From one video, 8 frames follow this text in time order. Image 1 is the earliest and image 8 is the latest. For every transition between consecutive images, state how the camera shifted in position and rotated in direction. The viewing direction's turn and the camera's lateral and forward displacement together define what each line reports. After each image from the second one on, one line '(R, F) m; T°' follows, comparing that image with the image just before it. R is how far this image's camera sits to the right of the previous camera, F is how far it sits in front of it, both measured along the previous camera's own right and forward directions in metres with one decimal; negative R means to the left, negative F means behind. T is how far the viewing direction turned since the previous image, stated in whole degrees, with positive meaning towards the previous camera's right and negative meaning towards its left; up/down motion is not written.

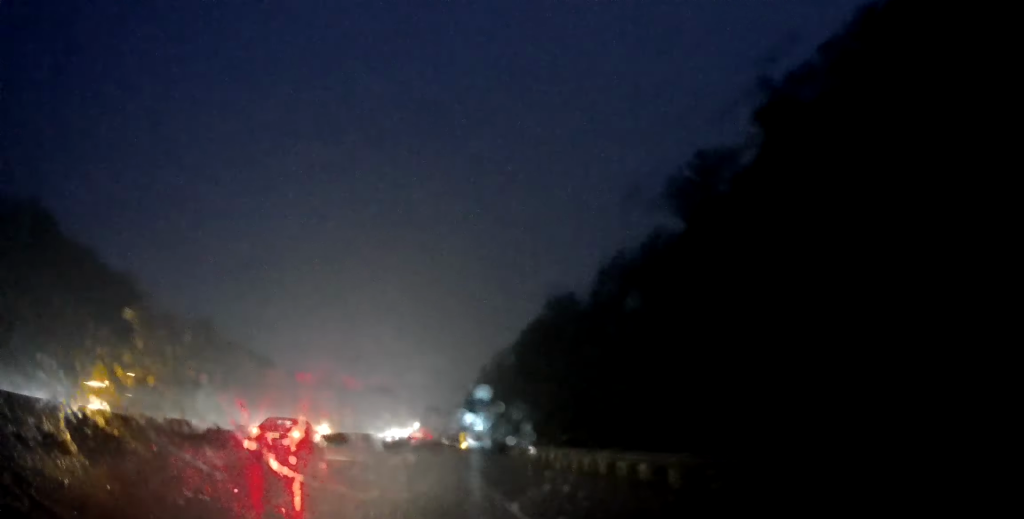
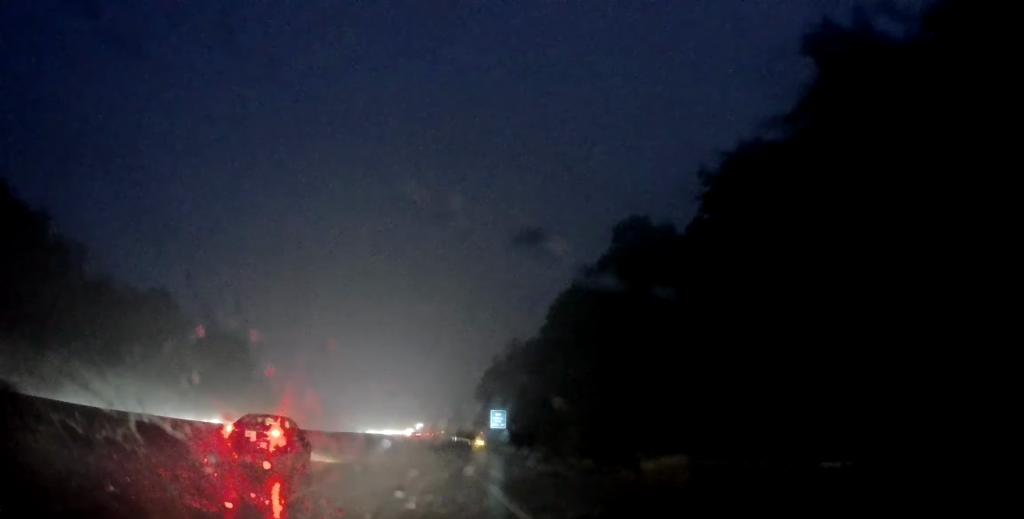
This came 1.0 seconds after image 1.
(-0.3, +22.1) m; -1°
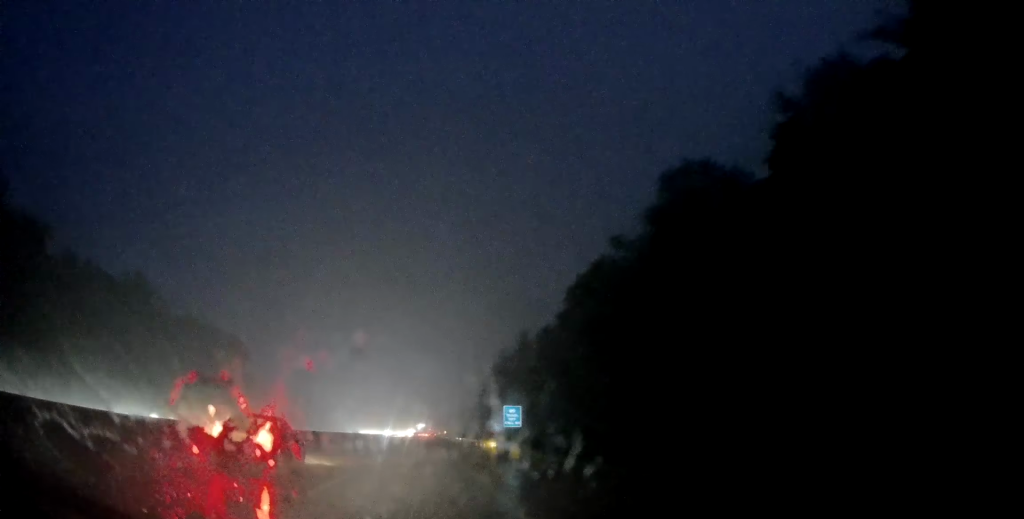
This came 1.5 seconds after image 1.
(0.0, +9.4) m; 0°
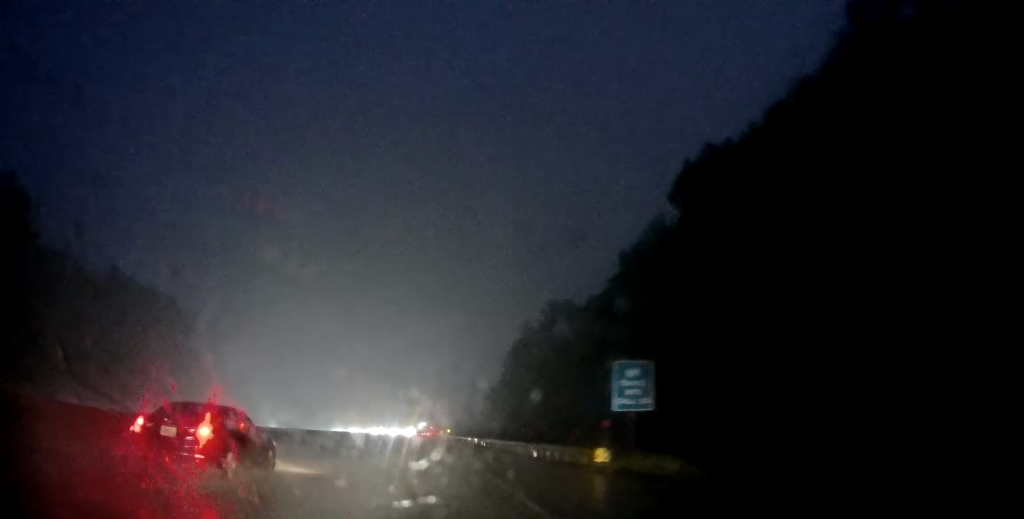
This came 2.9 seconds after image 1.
(0.0, +31.4) m; -2°
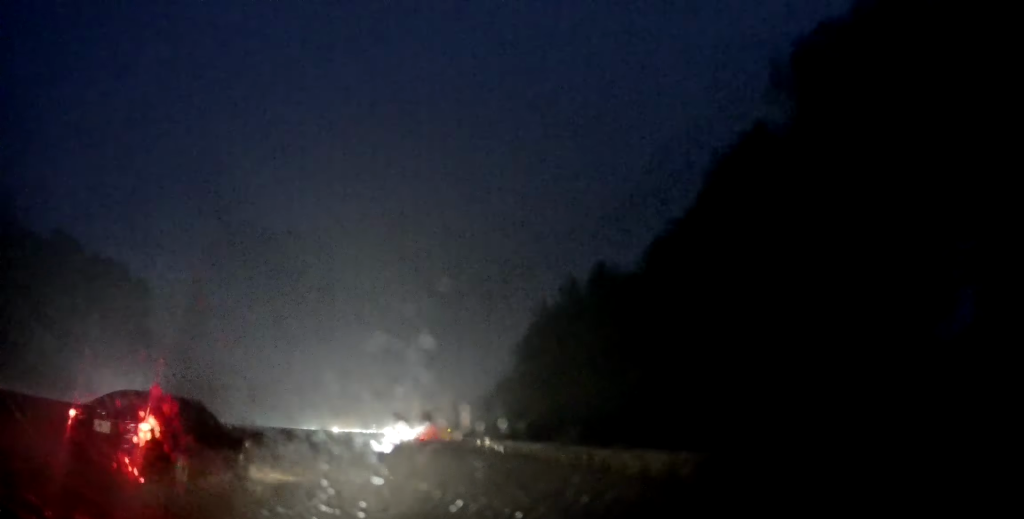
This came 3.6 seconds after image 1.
(-0.3, +15.8) m; -1°
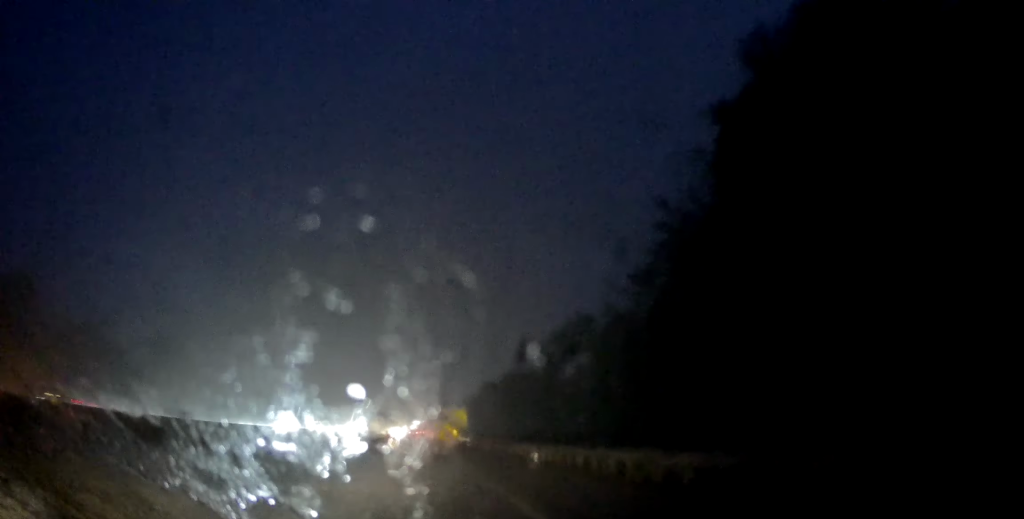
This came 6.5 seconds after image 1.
(+0.8, +67.1) m; +1°
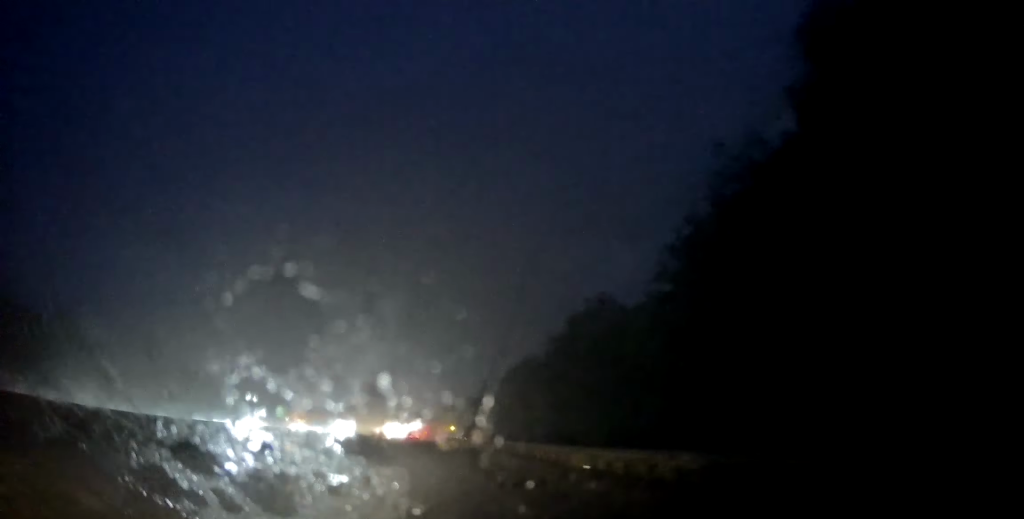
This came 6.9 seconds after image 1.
(-0.1, +10.5) m; 0°
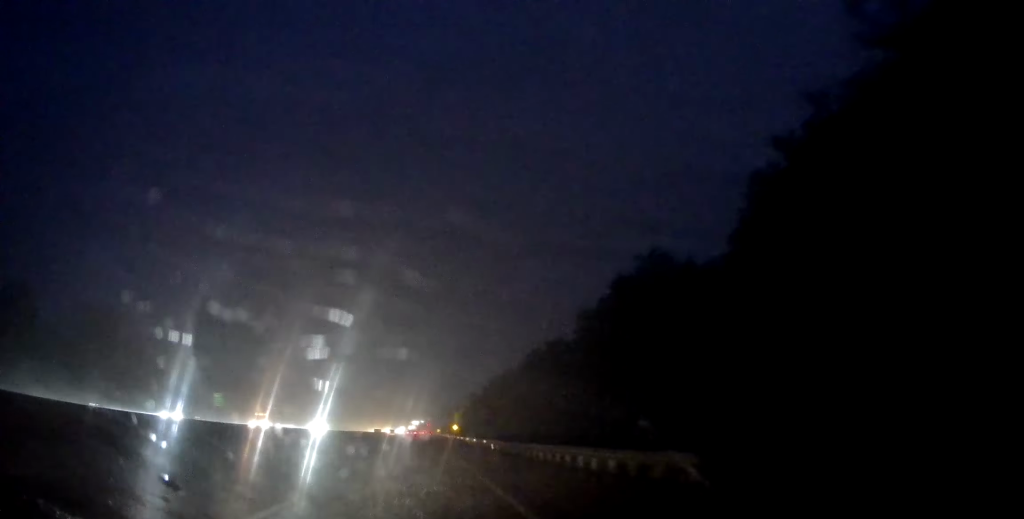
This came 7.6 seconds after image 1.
(0.0, +16.2) m; 0°
